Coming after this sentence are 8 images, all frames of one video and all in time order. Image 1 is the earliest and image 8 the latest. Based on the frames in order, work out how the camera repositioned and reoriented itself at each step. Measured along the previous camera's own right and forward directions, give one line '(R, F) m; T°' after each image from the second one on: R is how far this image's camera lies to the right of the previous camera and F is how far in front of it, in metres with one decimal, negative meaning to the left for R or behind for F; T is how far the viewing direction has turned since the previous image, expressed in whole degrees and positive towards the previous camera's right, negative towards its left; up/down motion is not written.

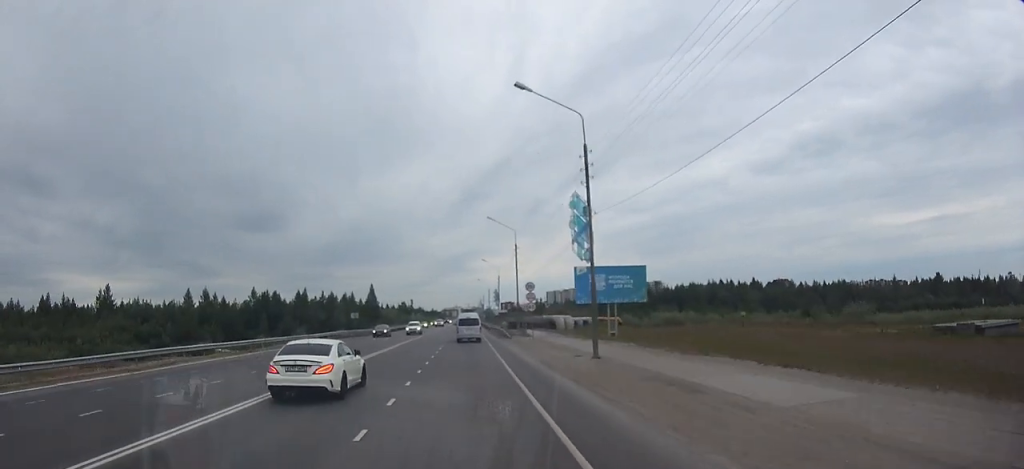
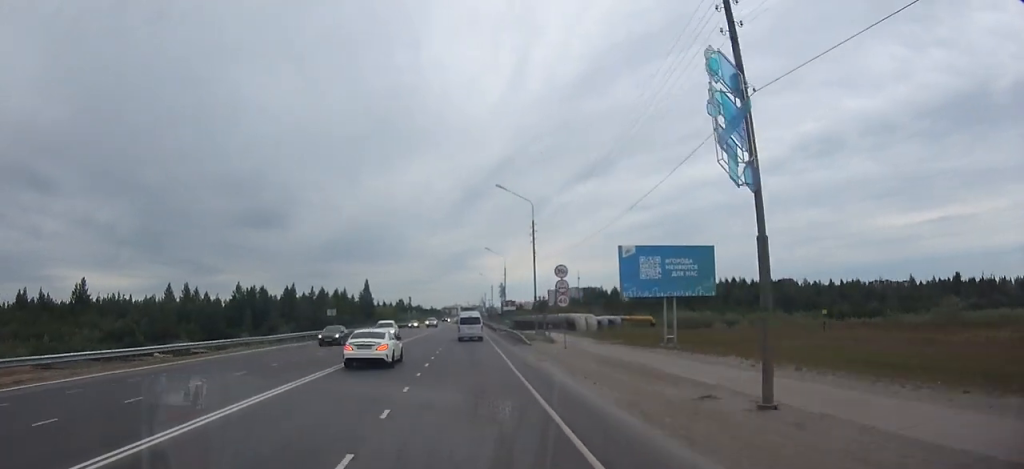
(0.0, +13.8) m; 0°
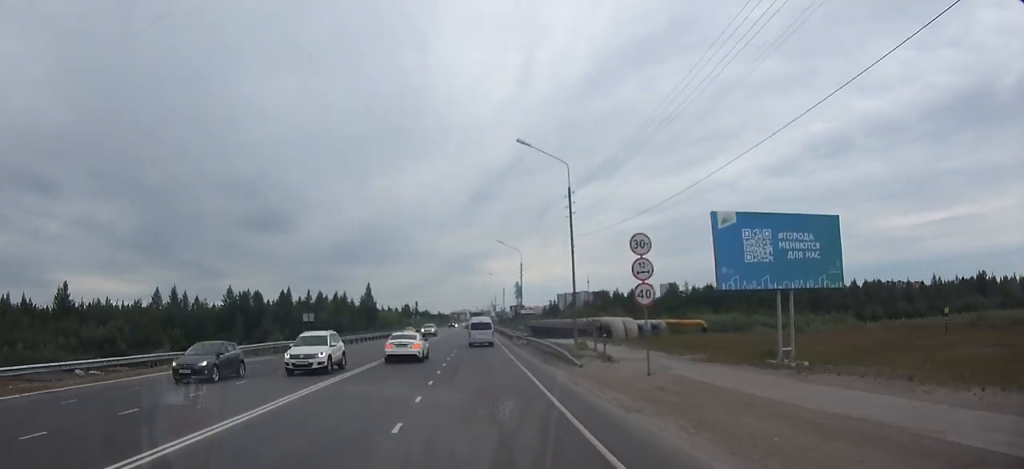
(0.0, +12.4) m; -1°
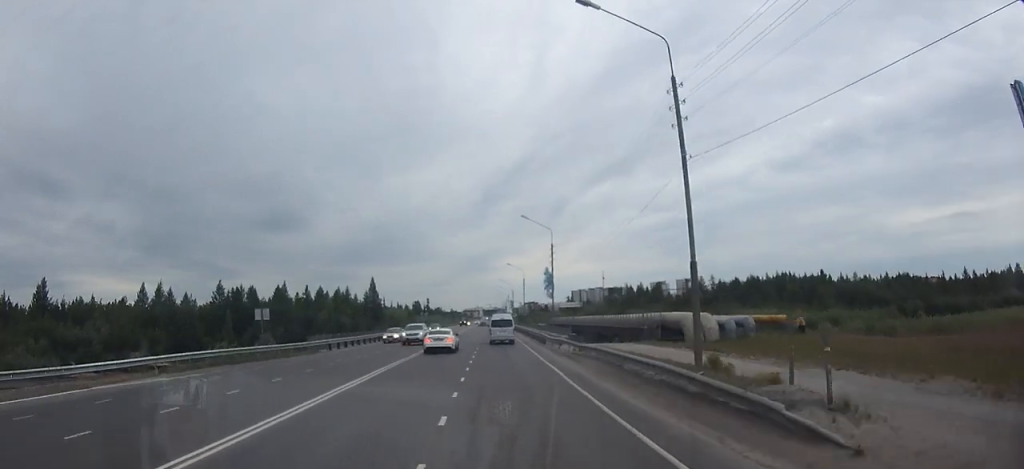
(-0.1, +14.1) m; -1°
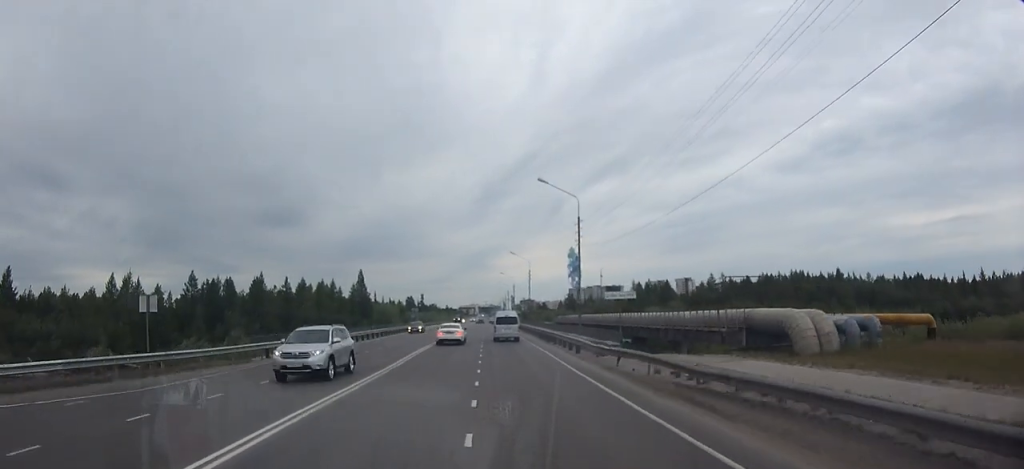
(0.0, +12.2) m; 0°
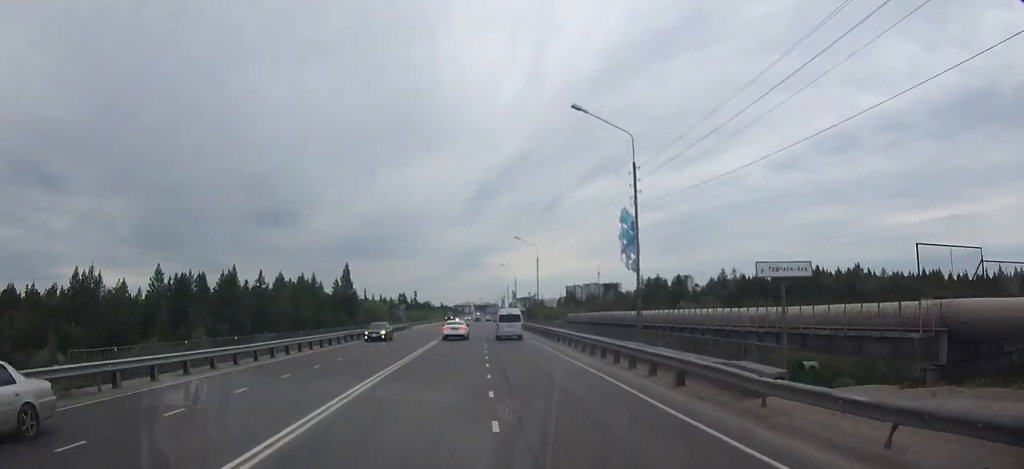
(0.0, +11.9) m; 0°
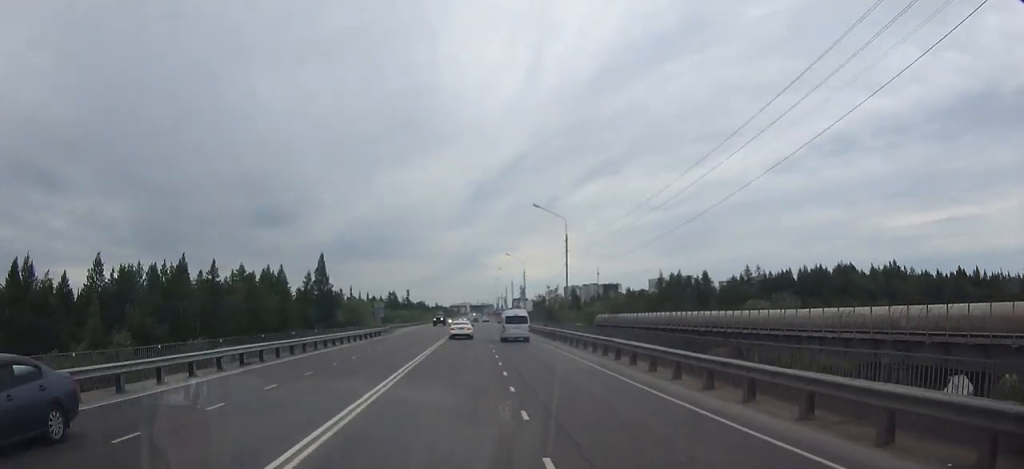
(+0.1, +18.5) m; +1°
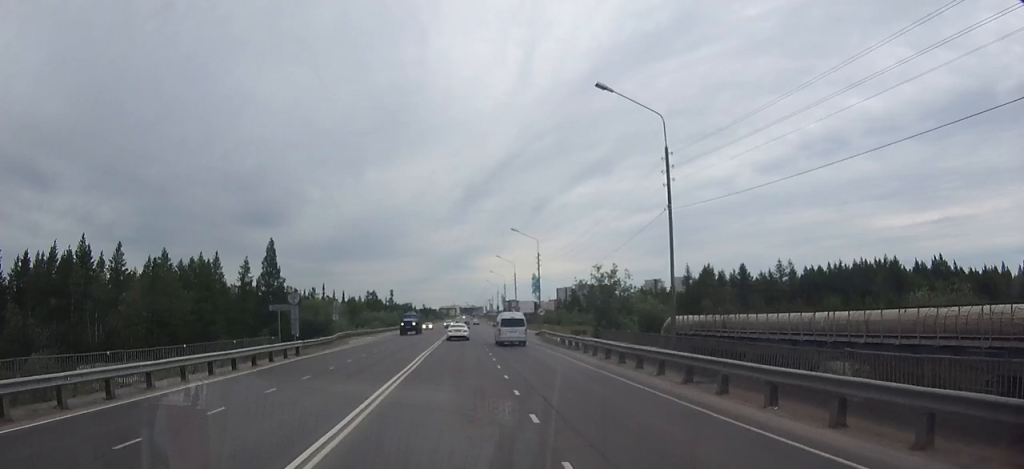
(+0.2, +28.6) m; +1°
